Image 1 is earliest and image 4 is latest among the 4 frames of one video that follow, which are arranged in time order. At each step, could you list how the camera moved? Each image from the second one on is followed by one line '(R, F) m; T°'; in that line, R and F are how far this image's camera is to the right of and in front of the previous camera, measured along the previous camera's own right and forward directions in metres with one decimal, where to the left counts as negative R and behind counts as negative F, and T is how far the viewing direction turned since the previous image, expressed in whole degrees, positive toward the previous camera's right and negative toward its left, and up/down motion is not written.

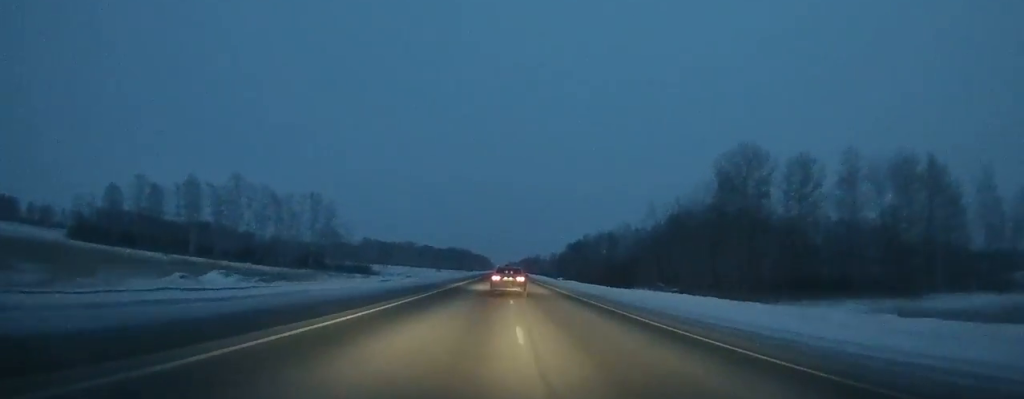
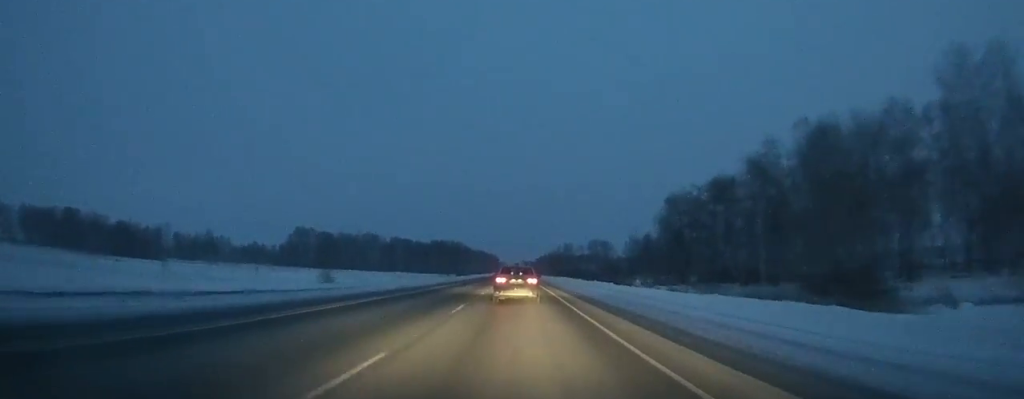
(-1.4, +193.5) m; -1°
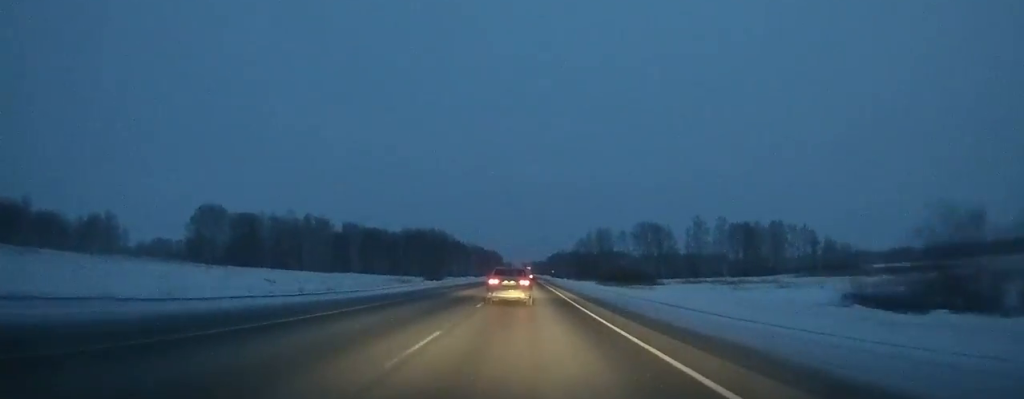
(-0.7, +115.2) m; -1°
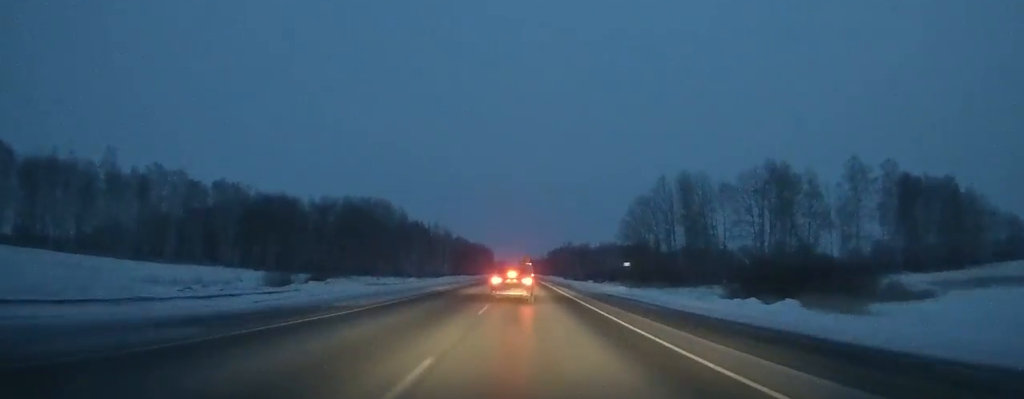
(+0.4, +108.2) m; 0°
